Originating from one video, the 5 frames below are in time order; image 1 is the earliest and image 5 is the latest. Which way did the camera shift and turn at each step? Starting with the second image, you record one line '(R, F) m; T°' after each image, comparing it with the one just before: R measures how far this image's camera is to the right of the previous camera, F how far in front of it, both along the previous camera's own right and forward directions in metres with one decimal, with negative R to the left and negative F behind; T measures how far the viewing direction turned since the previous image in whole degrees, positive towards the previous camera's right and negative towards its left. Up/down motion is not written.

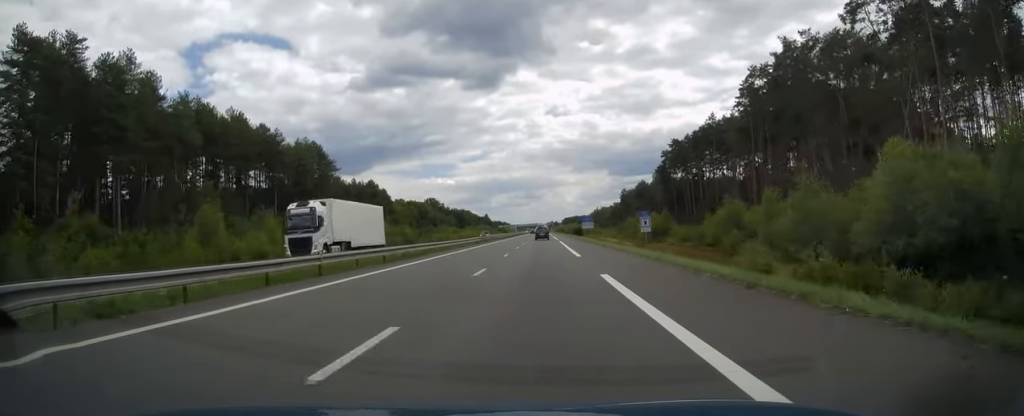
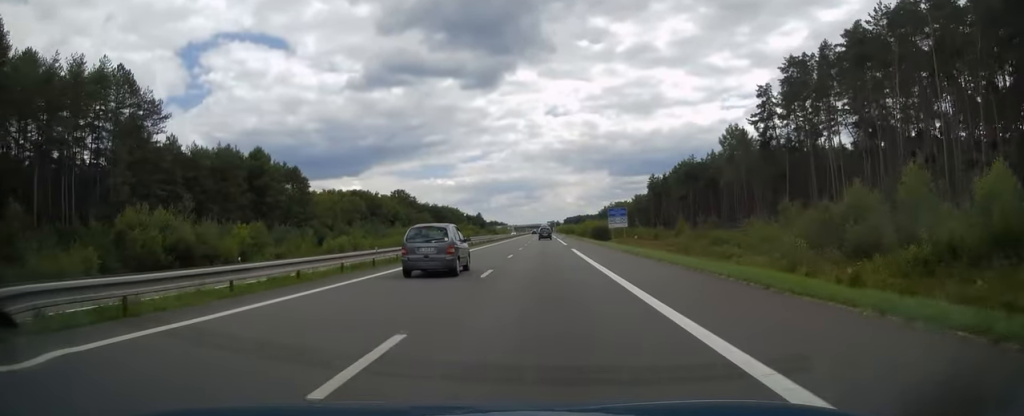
(-0.1, +78.3) m; 0°
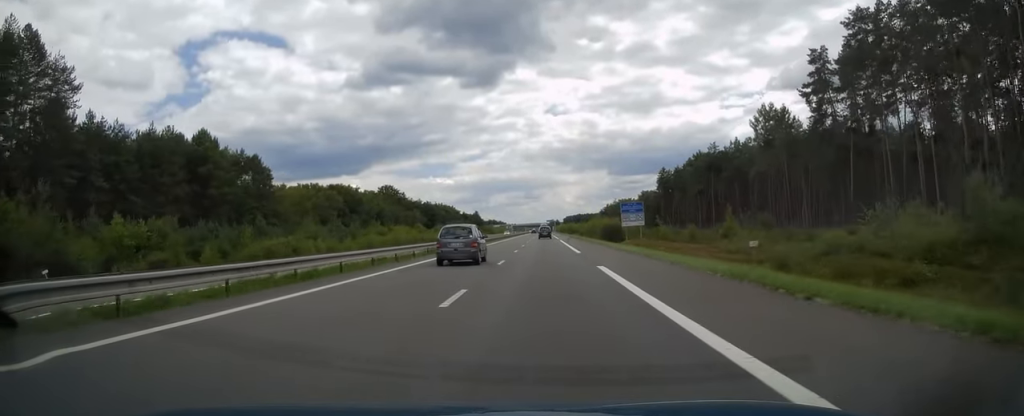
(0.0, +20.2) m; 0°
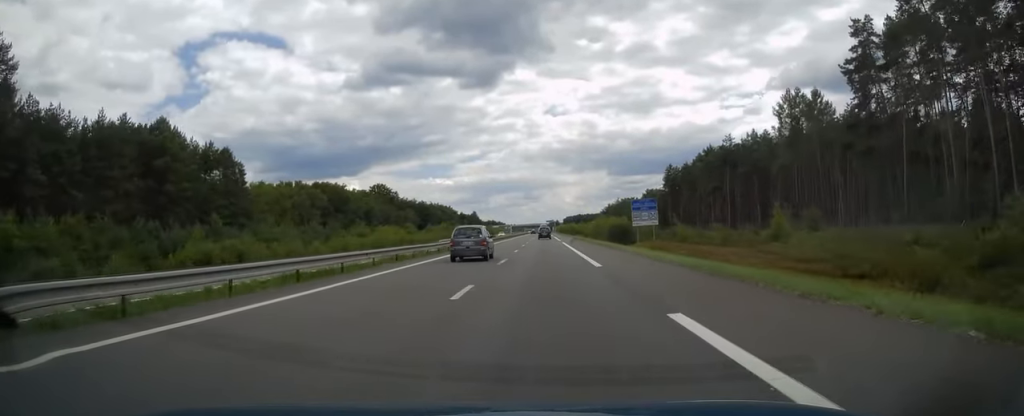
(0.0, +11.8) m; 0°
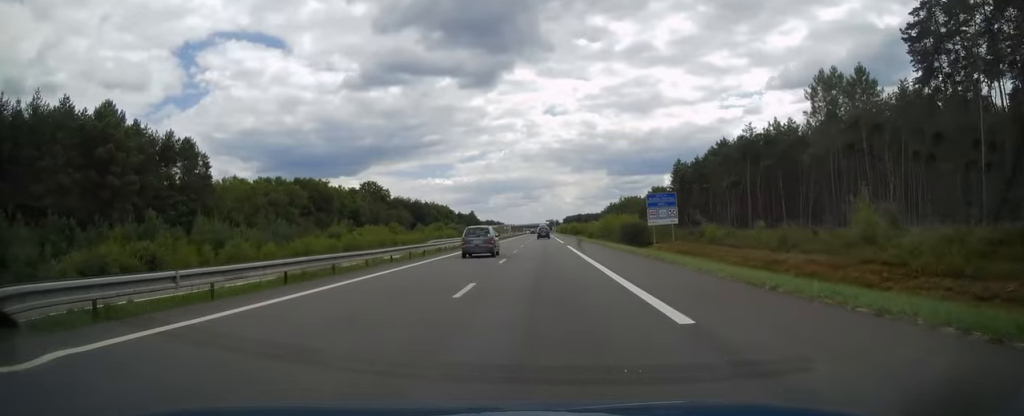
(0.0, +12.8) m; 0°
